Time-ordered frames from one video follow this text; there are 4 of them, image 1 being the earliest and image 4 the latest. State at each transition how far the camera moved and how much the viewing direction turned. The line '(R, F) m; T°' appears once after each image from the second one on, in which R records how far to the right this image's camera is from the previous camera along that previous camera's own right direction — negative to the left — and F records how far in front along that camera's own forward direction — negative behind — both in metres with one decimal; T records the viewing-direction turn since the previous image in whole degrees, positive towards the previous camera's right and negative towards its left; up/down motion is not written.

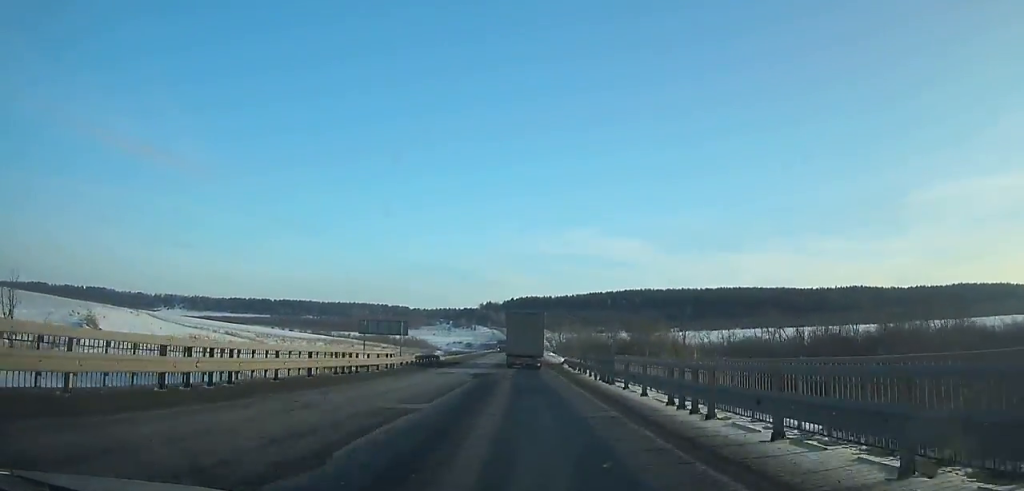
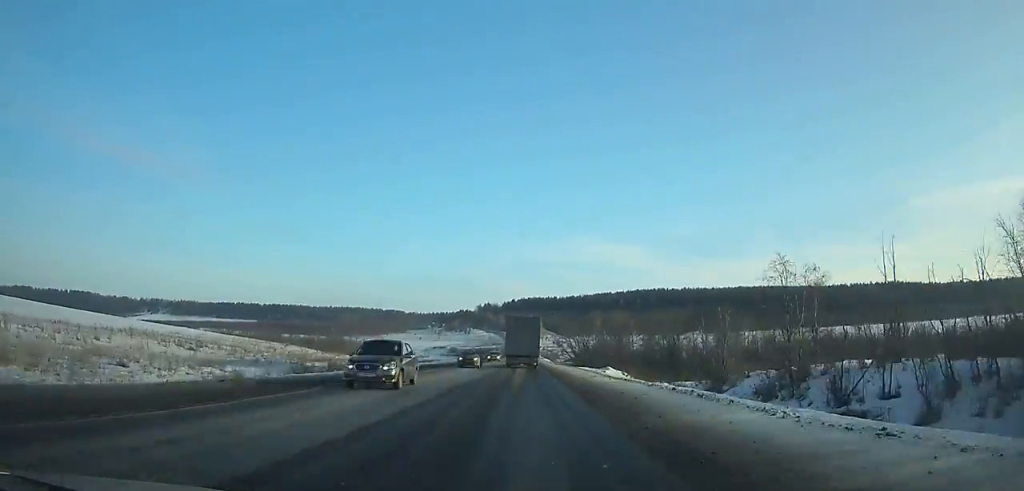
(0.0, +94.7) m; 0°
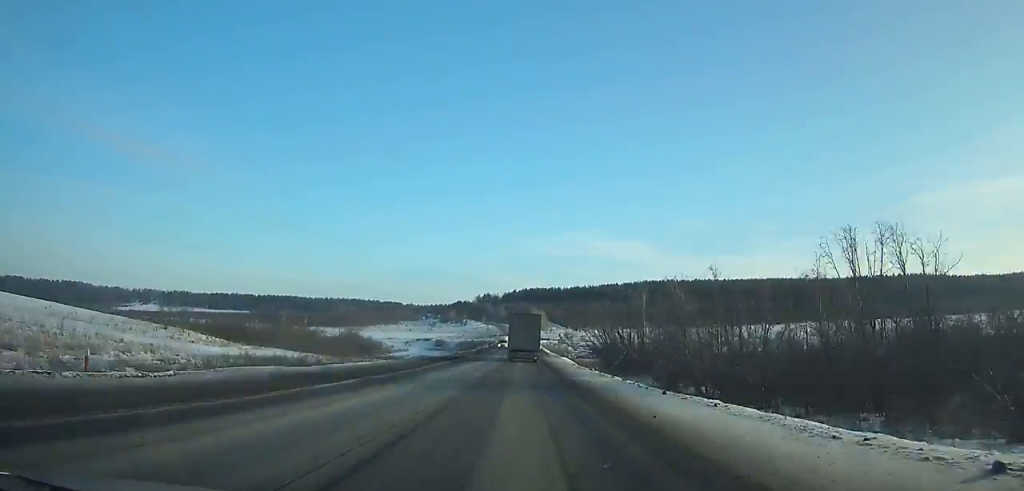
(+0.2, +50.3) m; 0°
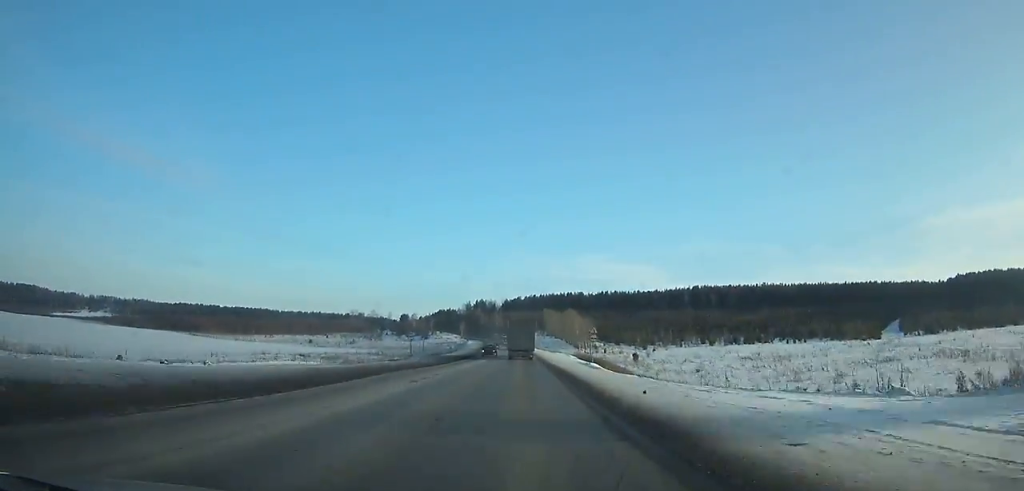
(-4.7, +224.9) m; -1°
